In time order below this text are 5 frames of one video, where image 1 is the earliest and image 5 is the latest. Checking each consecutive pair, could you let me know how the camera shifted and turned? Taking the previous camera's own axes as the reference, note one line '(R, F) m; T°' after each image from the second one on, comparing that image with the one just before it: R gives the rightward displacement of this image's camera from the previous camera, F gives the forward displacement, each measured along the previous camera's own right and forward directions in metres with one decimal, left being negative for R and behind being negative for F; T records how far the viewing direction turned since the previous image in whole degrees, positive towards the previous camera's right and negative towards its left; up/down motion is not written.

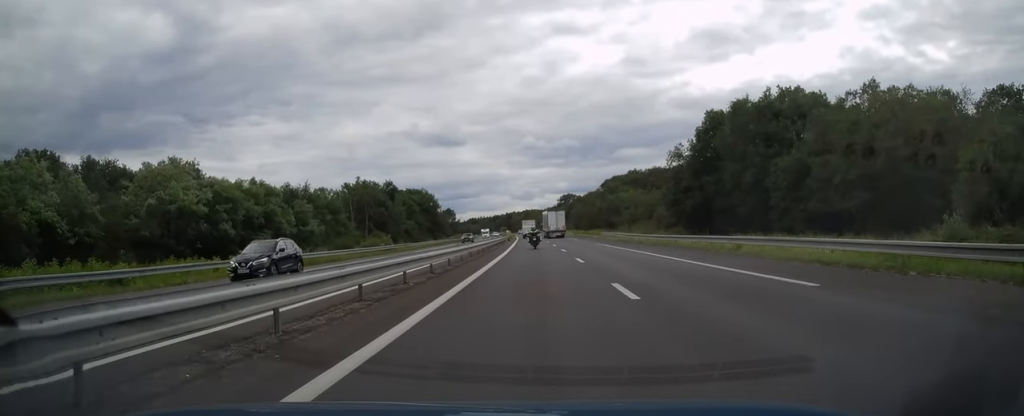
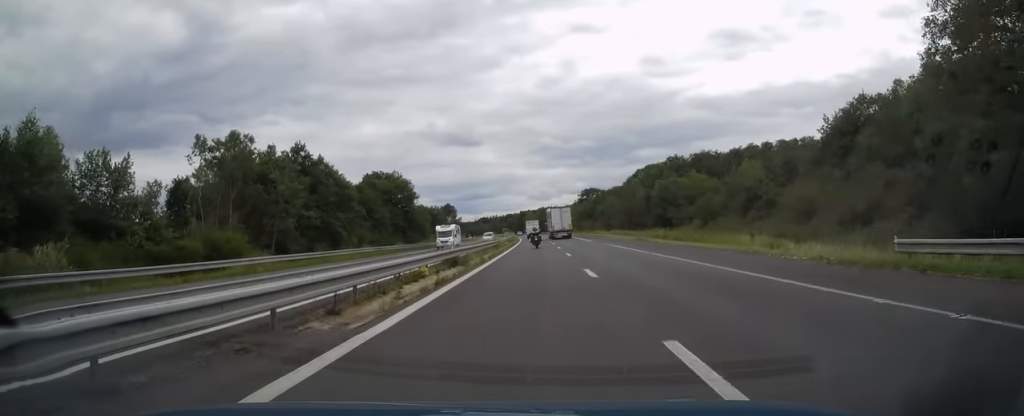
(-0.4, +59.7) m; -1°
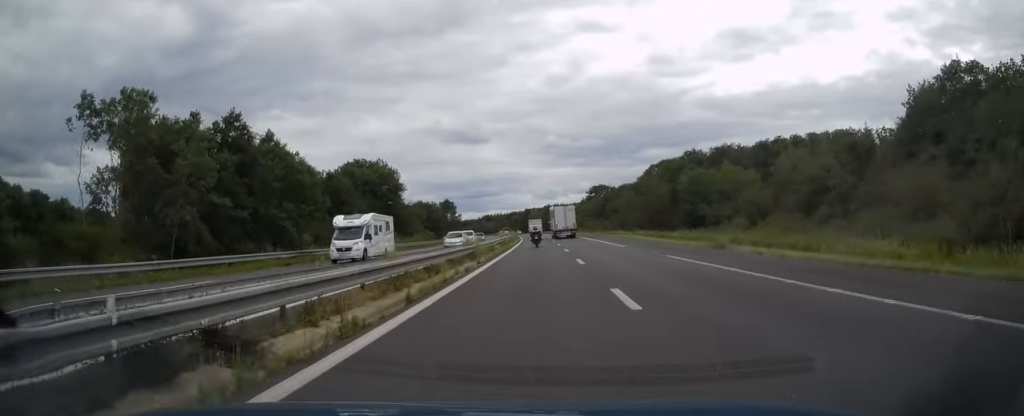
(-0.1, +19.8) m; 0°
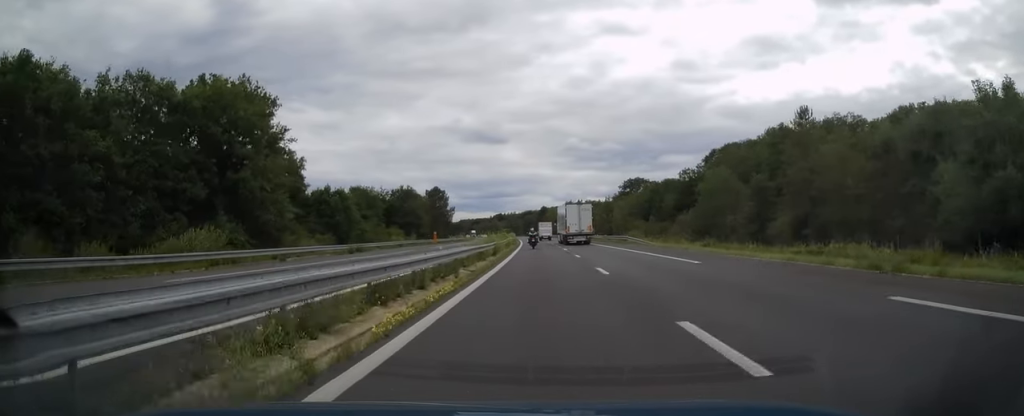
(-0.9, +68.8) m; -2°
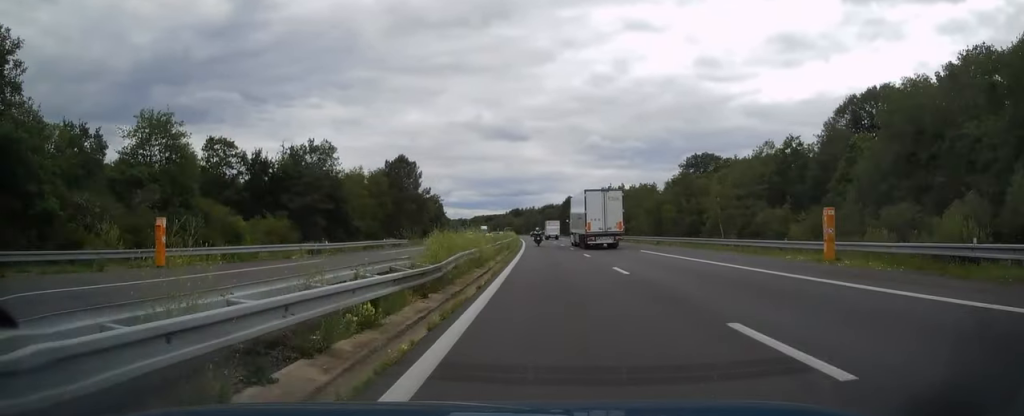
(-1.7, +77.1) m; -2°
